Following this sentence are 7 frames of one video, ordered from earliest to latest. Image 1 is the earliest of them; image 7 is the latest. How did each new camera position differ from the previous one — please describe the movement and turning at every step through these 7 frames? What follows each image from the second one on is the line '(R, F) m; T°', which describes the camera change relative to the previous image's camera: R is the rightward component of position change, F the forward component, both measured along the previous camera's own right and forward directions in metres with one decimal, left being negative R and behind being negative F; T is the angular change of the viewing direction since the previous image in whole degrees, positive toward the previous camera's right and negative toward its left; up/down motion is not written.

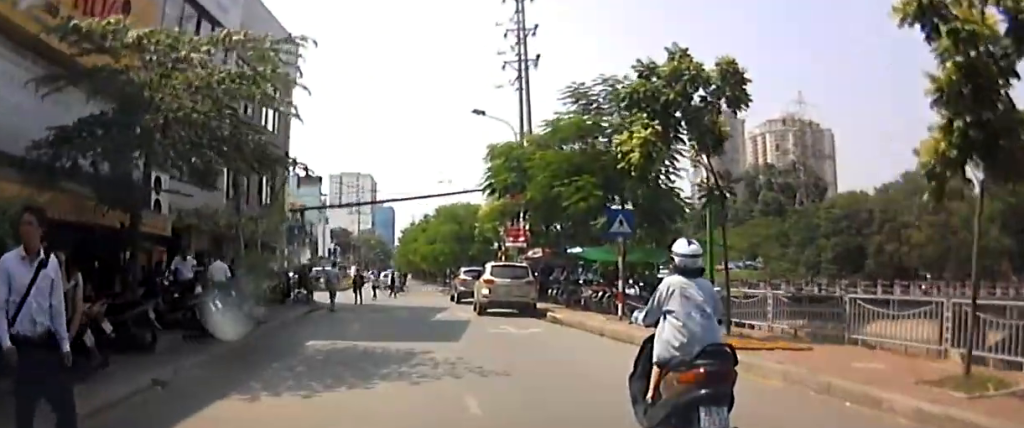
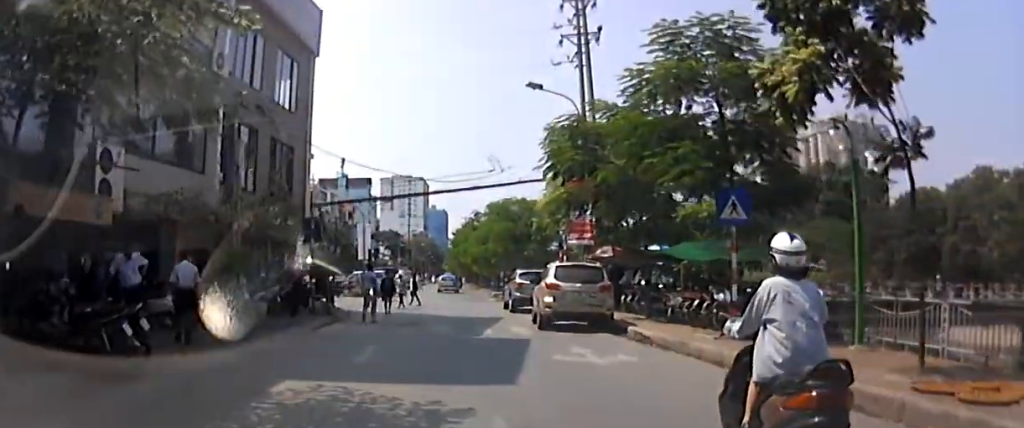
(-0.1, +4.5) m; -1°
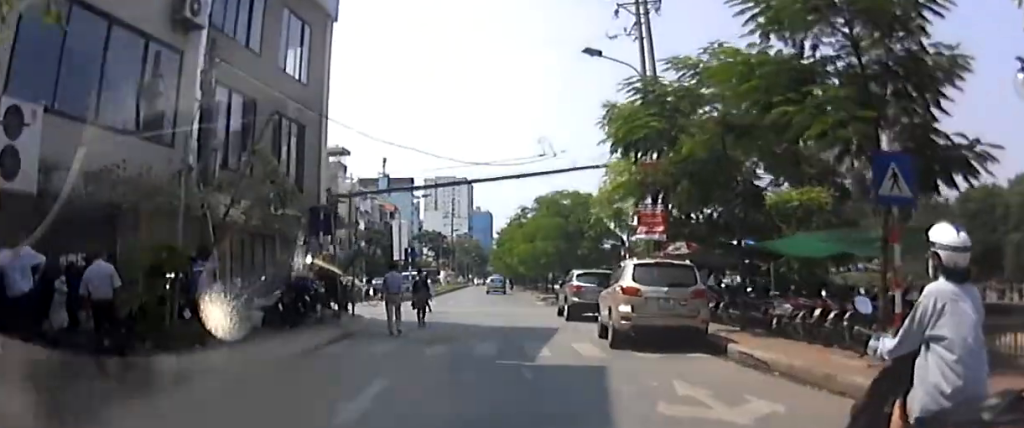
(0.0, +4.0) m; 0°
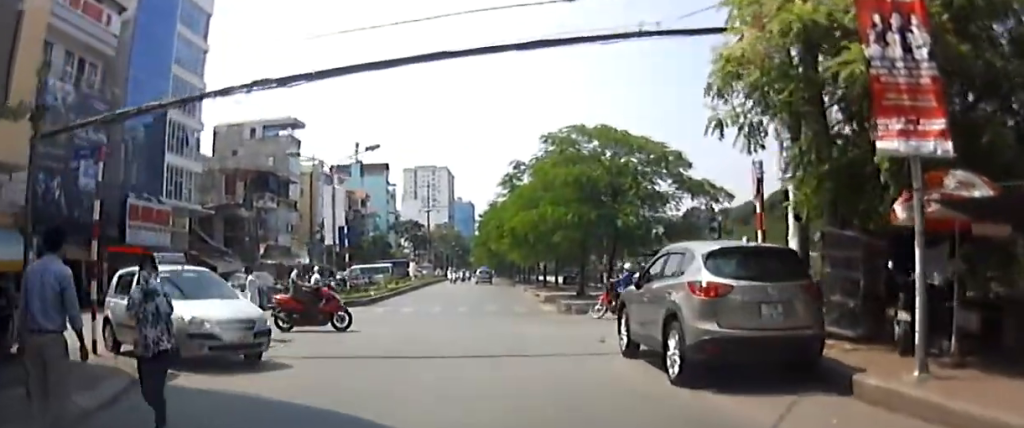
(-0.6, +14.5) m; -5°
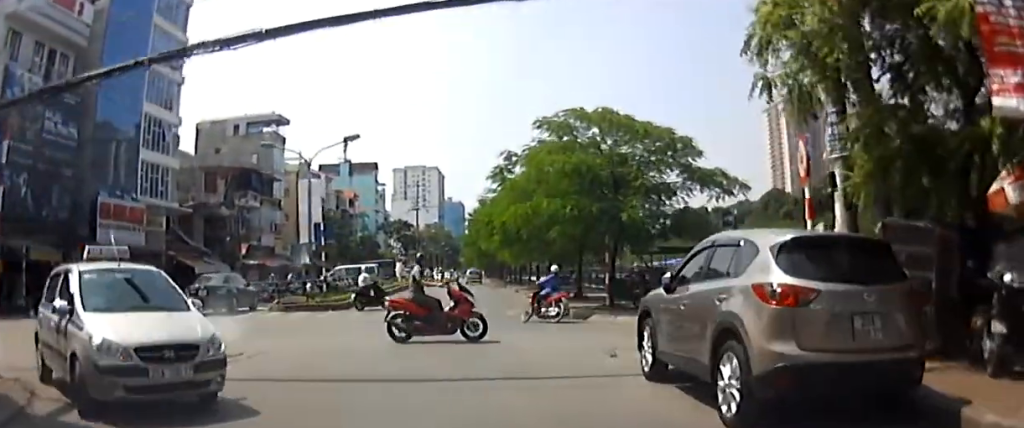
(0.0, +2.4) m; 0°
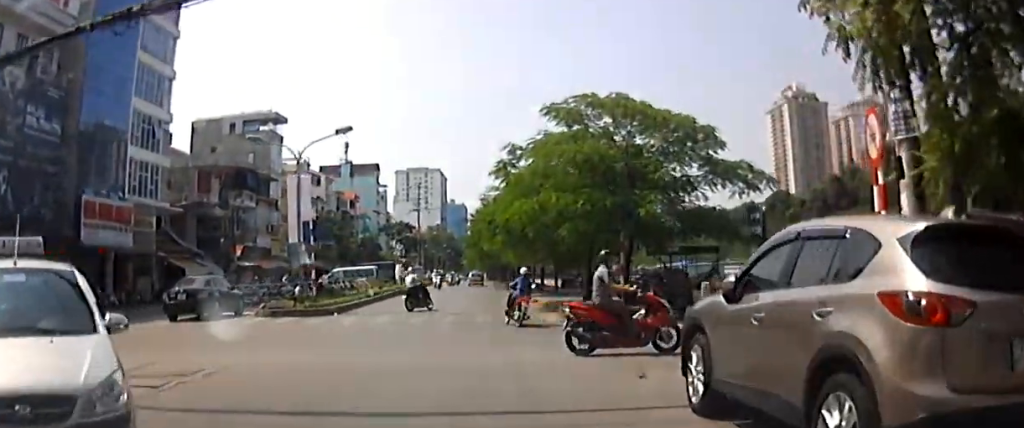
(0.0, +1.9) m; 0°
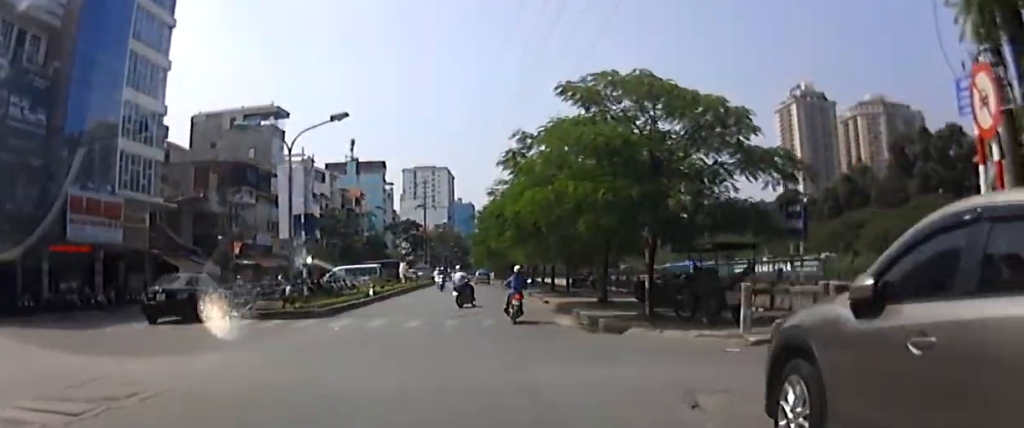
(0.0, +2.1) m; 0°
